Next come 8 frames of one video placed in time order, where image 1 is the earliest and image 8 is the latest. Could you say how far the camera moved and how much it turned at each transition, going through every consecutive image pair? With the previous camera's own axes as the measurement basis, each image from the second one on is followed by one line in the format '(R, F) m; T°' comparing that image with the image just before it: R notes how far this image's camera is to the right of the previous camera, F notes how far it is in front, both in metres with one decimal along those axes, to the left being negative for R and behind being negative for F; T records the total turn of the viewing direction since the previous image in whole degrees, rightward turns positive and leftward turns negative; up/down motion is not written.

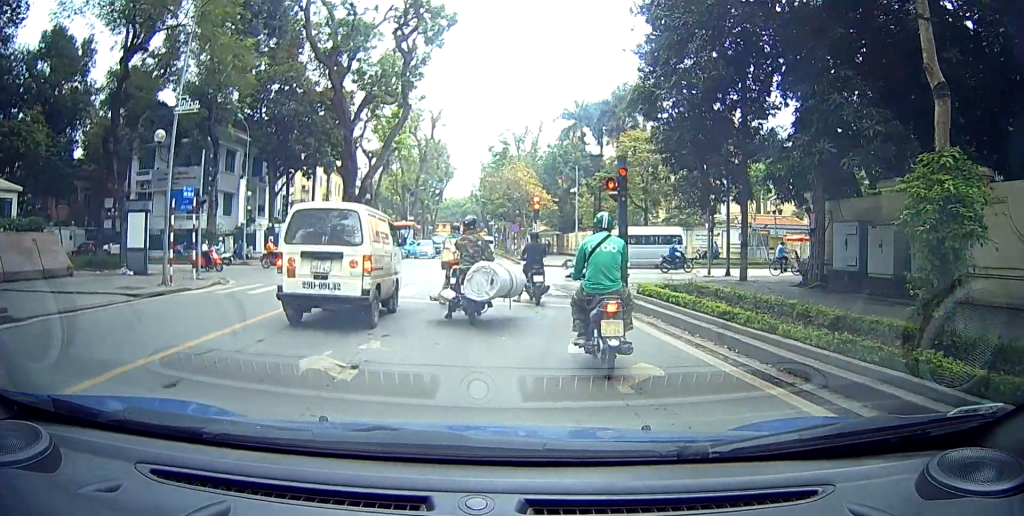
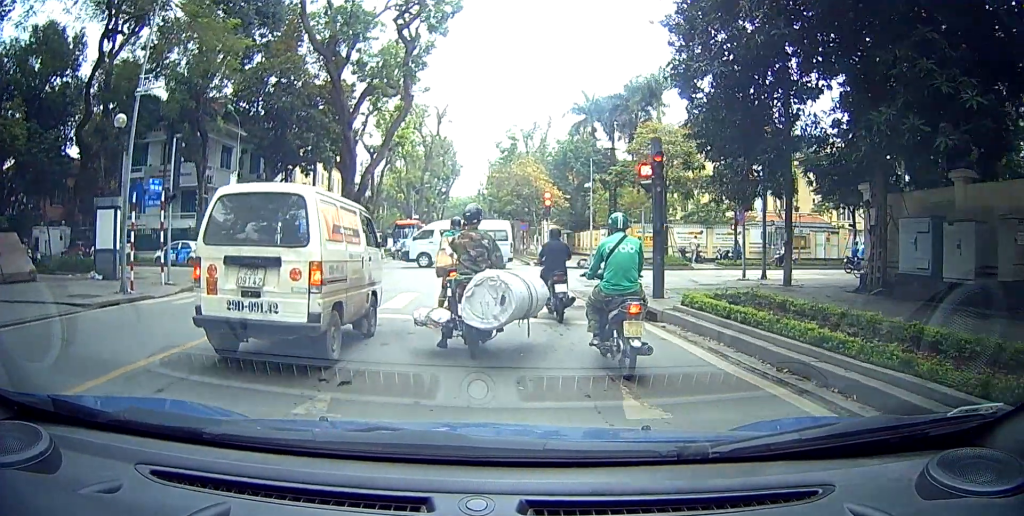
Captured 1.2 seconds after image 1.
(+0.2, +7.7) m; +1°
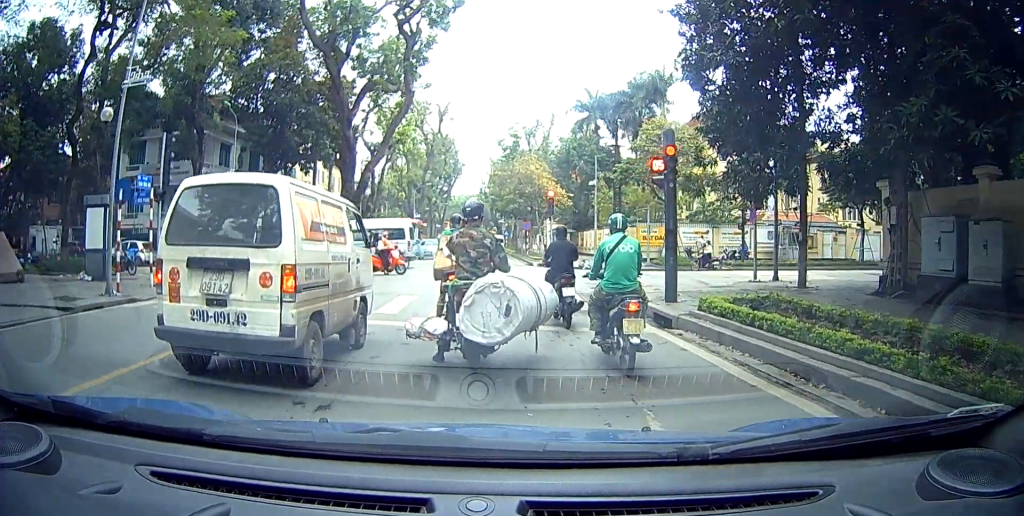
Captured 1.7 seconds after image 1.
(0.0, +3.2) m; -1°
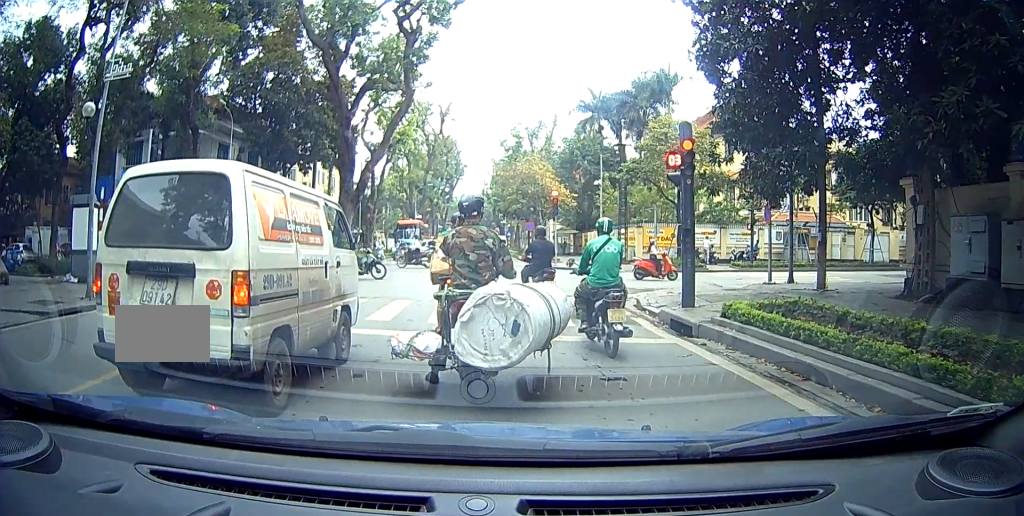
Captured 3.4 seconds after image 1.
(-0.2, +8.5) m; -7°
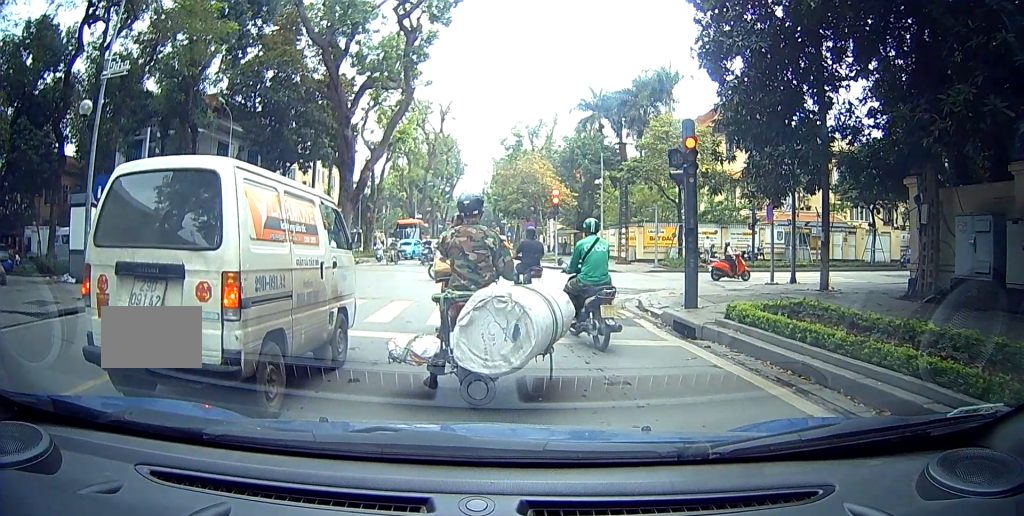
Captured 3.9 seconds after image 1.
(-0.2, +2.2) m; -3°
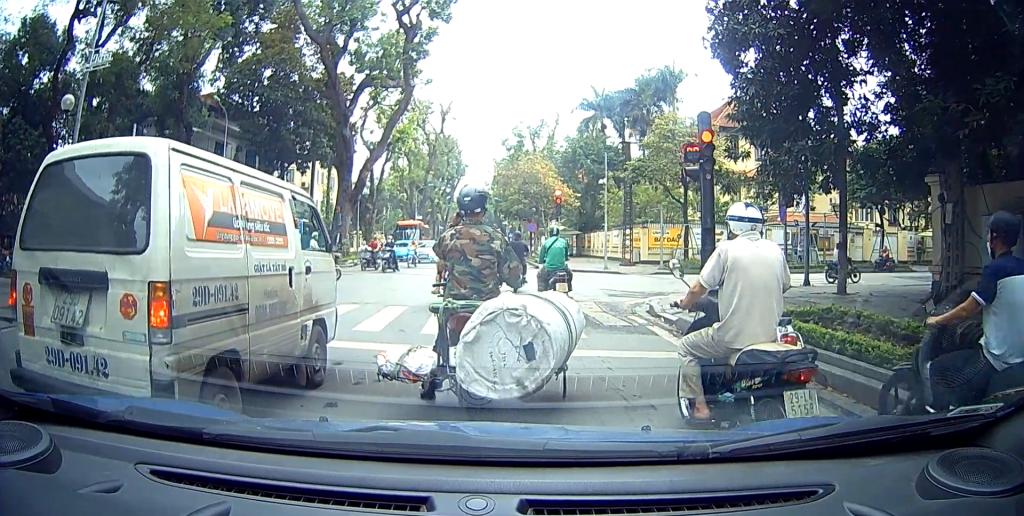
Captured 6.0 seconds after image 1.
(-0.4, +7.7) m; -3°
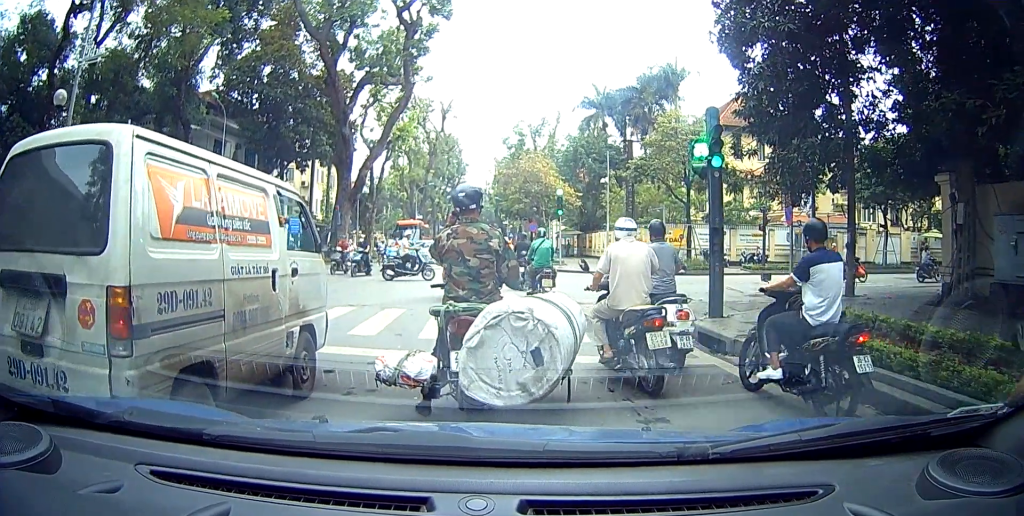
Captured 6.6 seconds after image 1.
(0.0, +1.5) m; 0°
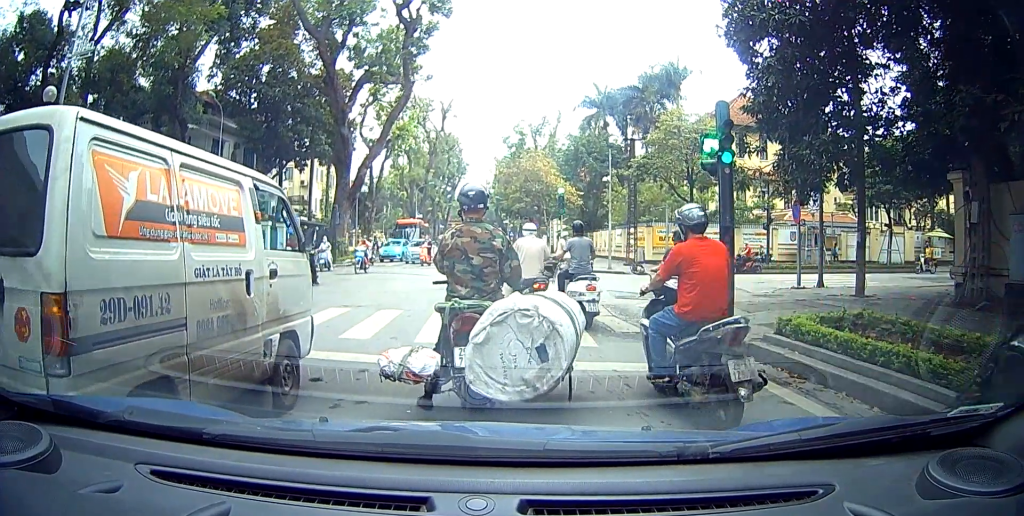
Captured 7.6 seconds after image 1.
(0.0, +1.0) m; 0°
